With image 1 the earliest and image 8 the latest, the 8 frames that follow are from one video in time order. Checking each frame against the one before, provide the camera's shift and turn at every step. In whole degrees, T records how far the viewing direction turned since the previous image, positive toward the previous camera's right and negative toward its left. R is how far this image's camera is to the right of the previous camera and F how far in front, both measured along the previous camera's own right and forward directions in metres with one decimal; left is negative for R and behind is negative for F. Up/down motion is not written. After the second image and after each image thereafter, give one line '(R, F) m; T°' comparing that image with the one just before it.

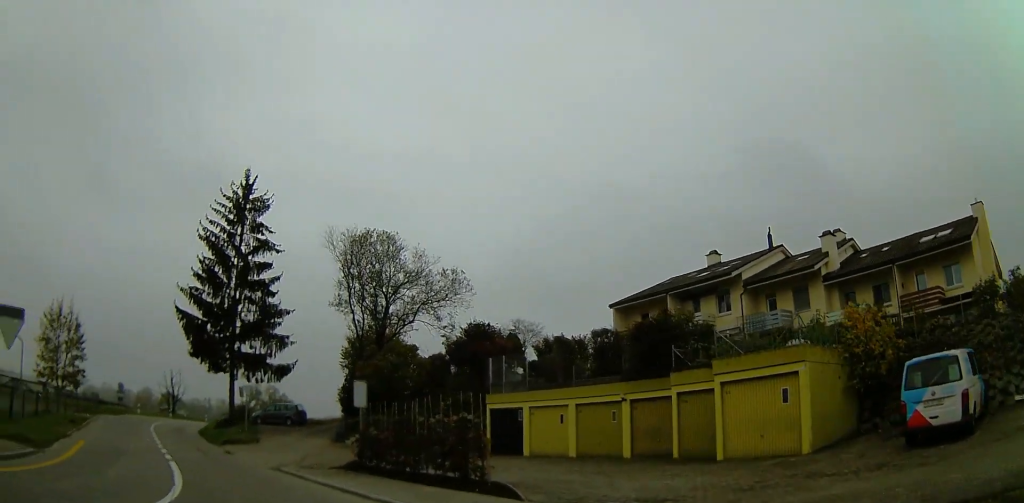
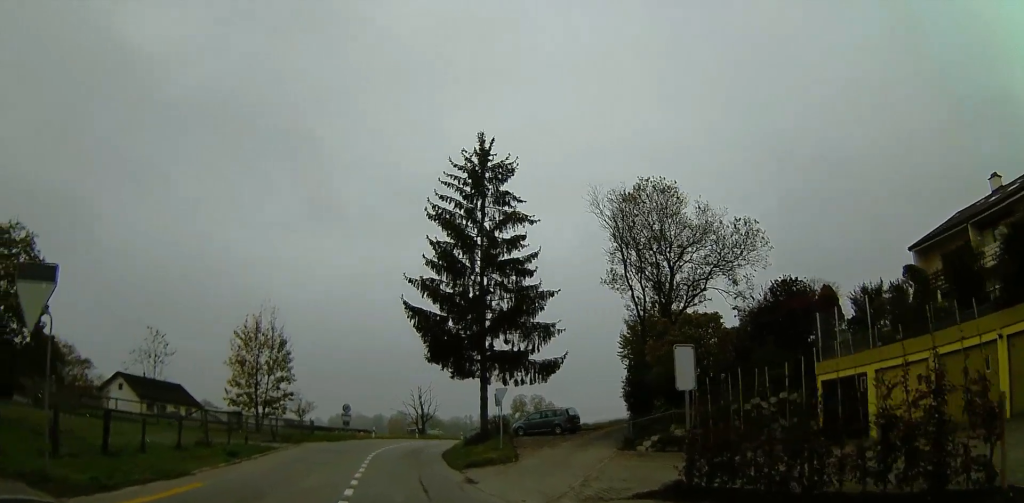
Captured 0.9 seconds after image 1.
(-2.0, +6.4) m; -27°
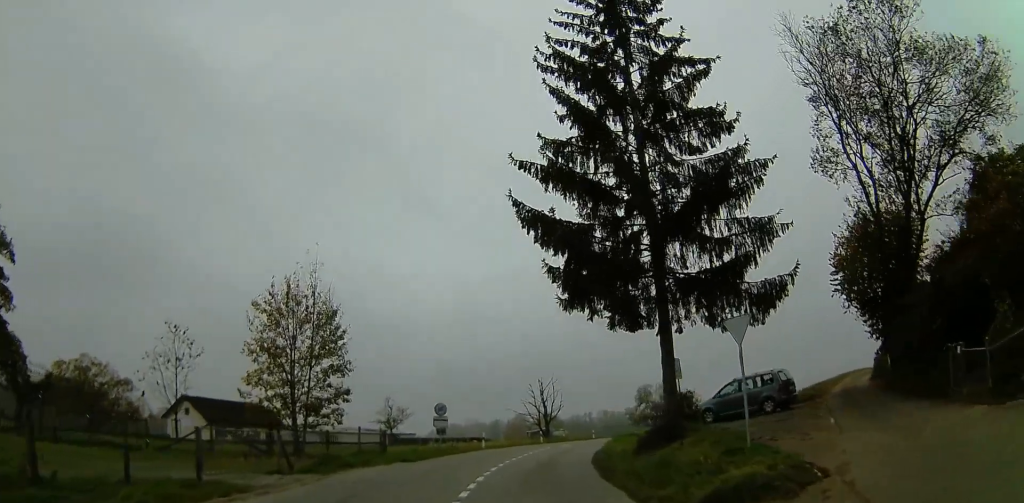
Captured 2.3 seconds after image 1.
(-2.3, +12.5) m; -12°
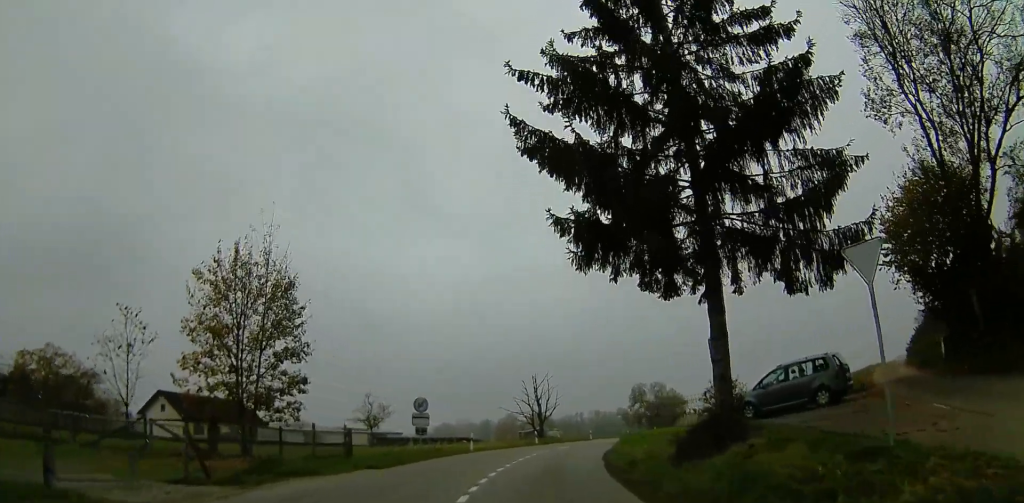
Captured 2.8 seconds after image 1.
(0.0, +4.4) m; -1°
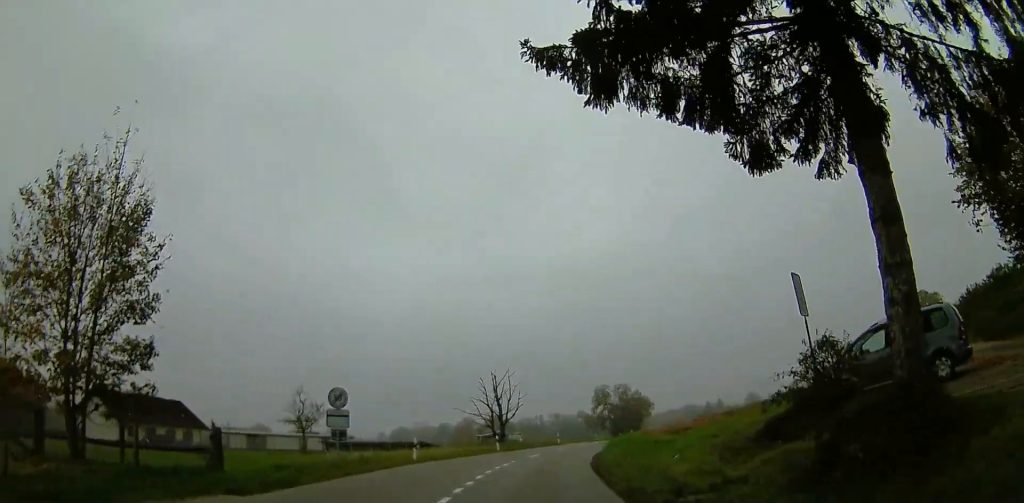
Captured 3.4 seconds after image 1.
(-0.1, +7.4) m; +1°
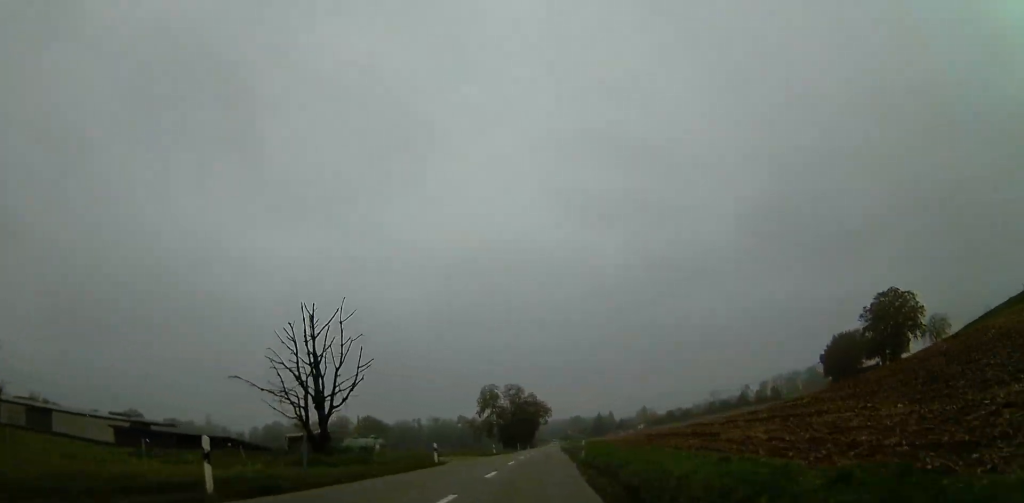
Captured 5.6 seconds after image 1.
(+2.6, +27.4) m; +11°
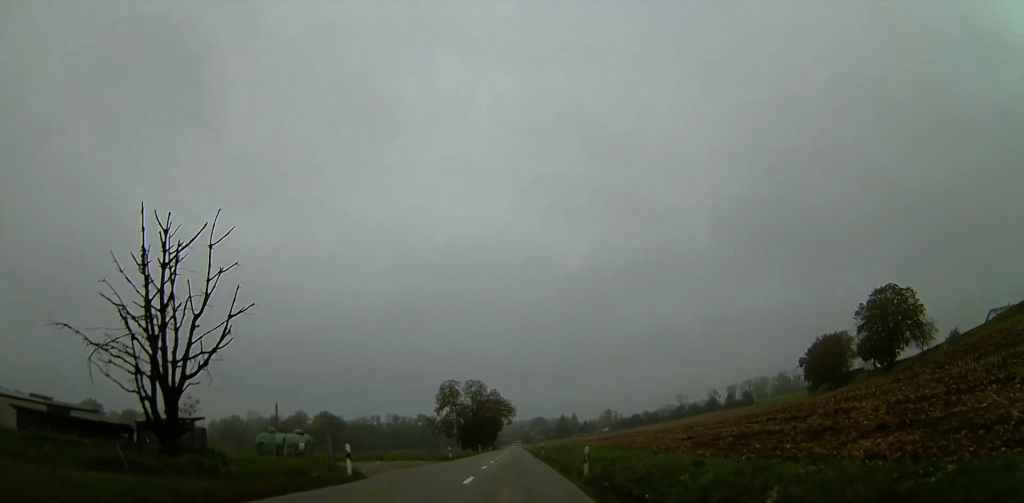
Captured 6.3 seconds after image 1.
(+0.3, +10.6) m; +2°
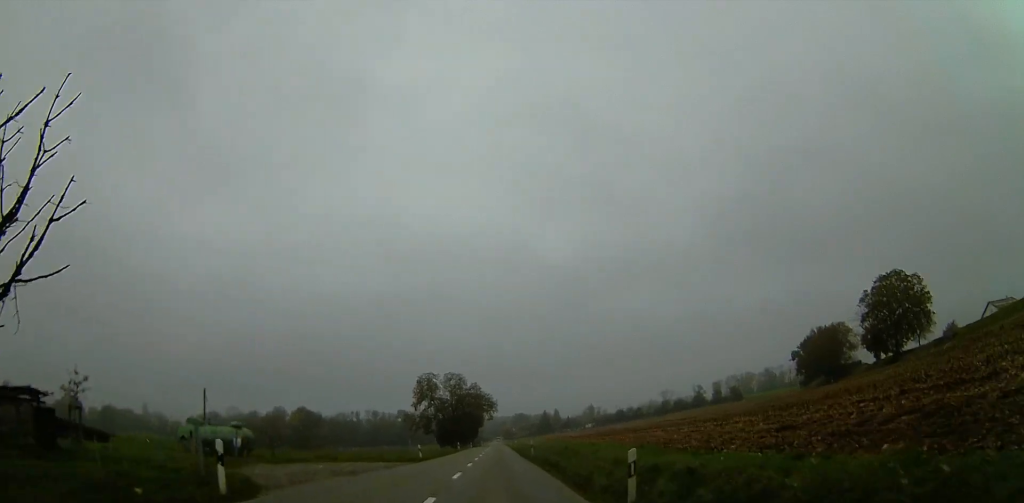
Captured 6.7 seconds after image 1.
(-0.2, +7.6) m; +1°
